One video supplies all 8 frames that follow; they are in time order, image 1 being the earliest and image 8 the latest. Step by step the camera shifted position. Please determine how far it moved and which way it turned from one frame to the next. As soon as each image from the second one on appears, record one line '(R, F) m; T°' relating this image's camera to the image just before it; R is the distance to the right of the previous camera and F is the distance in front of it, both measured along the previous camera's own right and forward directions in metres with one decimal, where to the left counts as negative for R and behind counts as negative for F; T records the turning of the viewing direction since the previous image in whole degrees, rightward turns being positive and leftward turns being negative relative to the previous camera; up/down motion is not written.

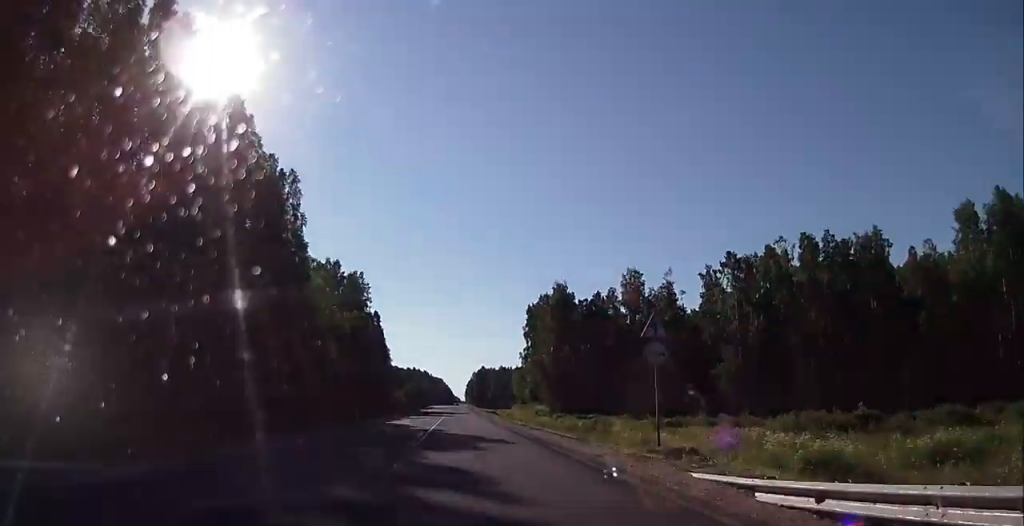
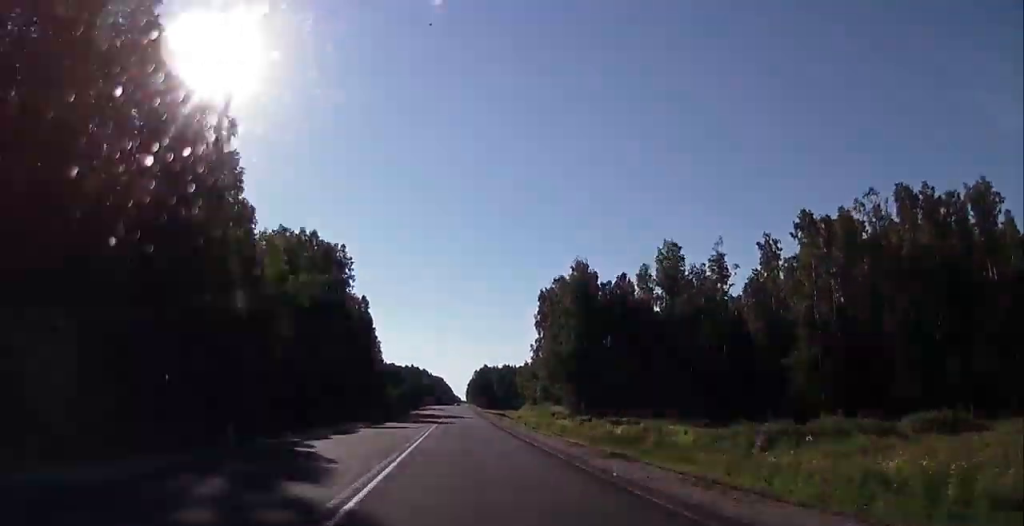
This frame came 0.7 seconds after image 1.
(+0.1, +23.6) m; 0°
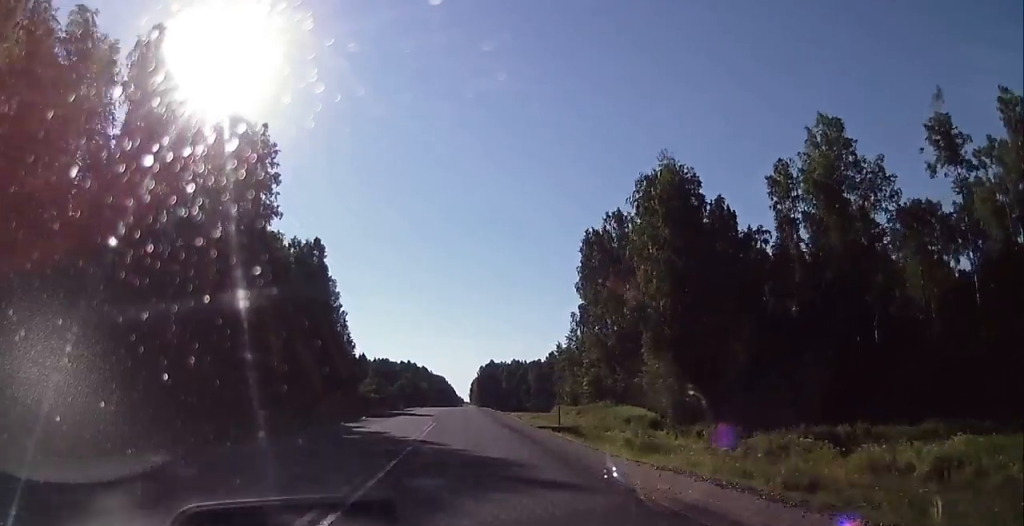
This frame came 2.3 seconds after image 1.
(0.0, +50.3) m; 0°
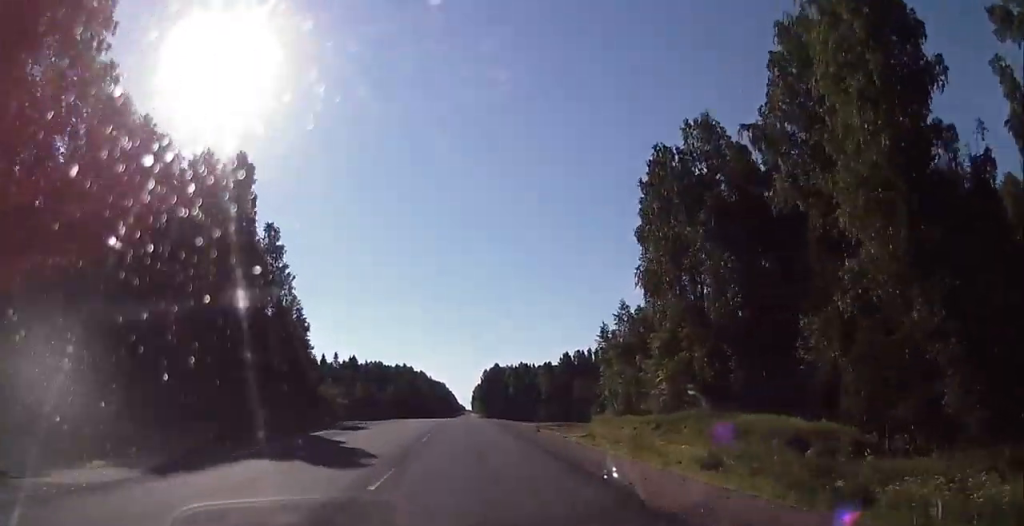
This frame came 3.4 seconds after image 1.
(+0.1, +35.4) m; +1°
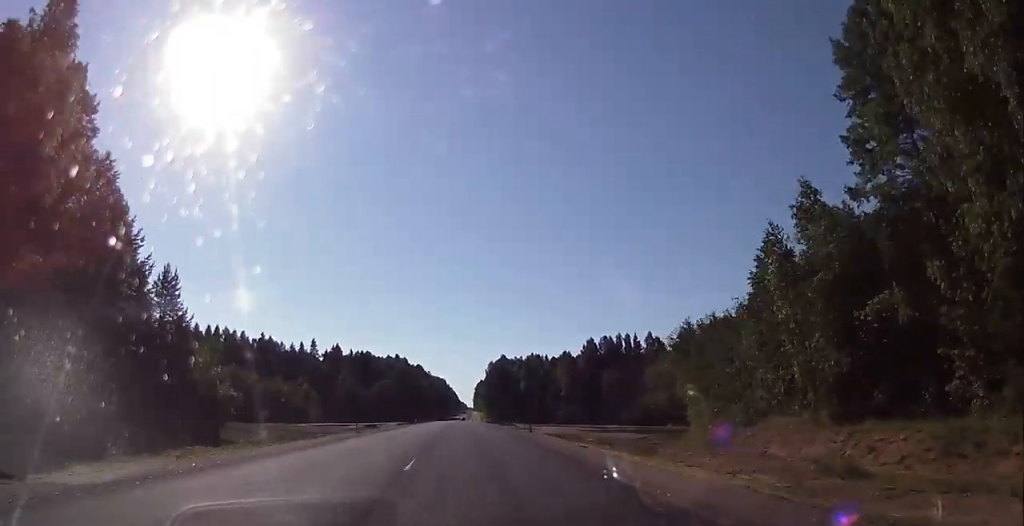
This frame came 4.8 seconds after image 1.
(+0.1, +44.7) m; -1°
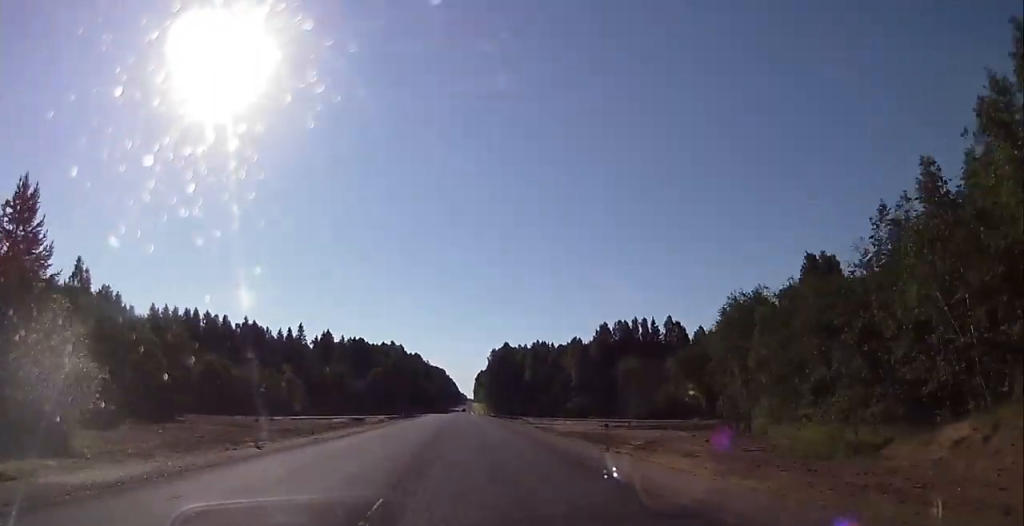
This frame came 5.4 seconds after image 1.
(-0.1, +19.1) m; 0°
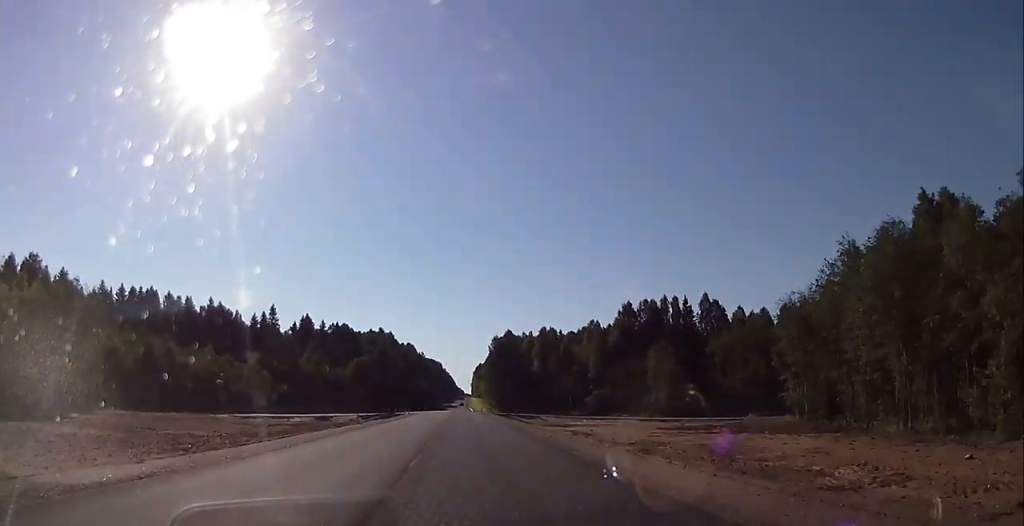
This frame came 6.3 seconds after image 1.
(0.0, +29.6) m; +1°
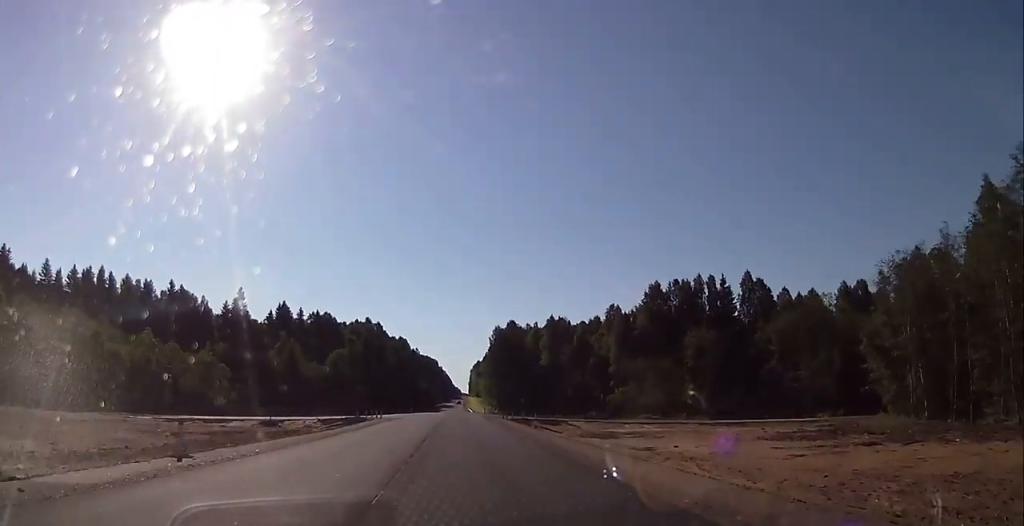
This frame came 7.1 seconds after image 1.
(+0.5, +25.4) m; +1°
